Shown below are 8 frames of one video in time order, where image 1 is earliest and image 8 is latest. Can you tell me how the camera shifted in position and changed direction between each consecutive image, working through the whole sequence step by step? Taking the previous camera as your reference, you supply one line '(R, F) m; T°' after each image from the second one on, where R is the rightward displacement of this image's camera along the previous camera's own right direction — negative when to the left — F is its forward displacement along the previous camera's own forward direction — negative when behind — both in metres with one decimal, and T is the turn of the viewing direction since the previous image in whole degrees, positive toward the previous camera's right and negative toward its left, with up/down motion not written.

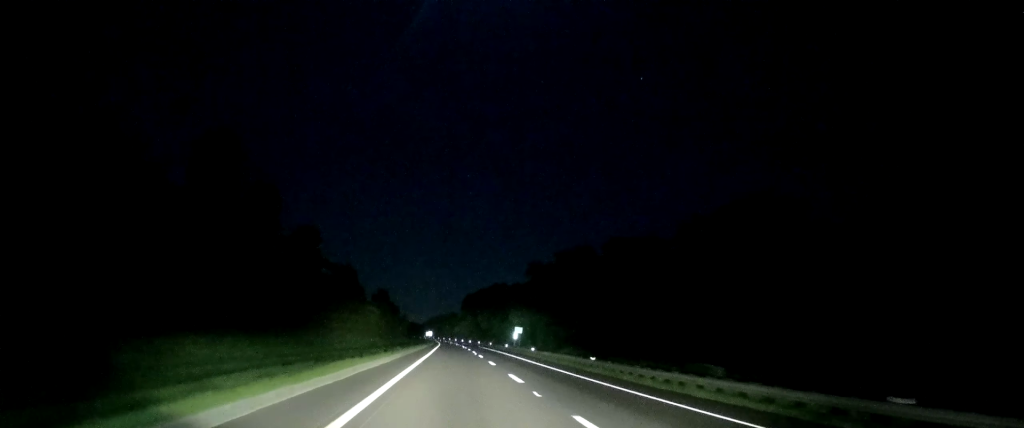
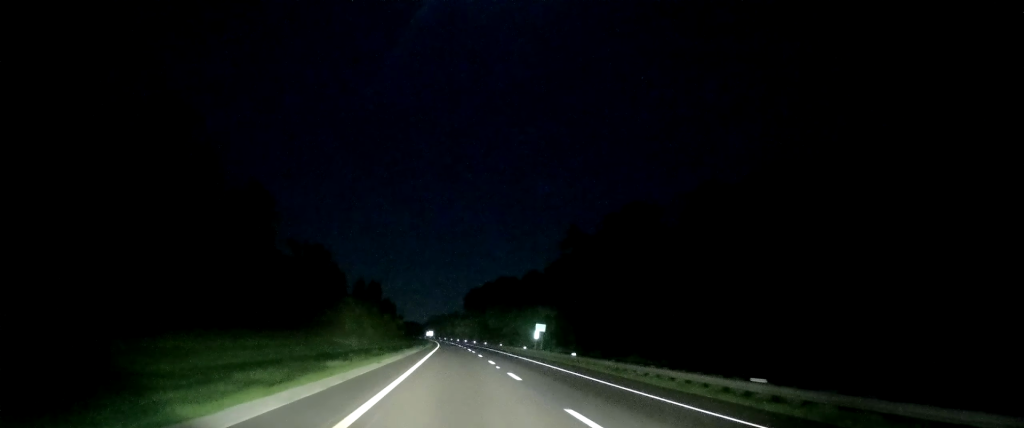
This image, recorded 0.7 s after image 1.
(-0.3, +22.7) m; -1°
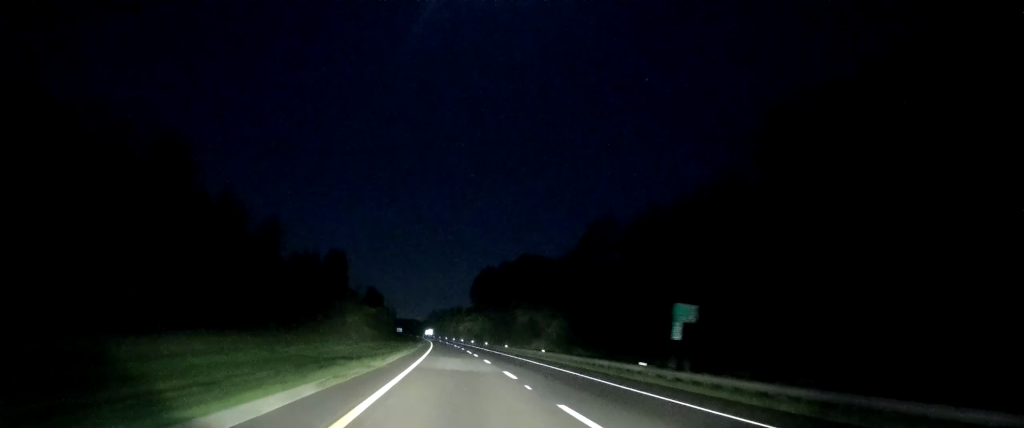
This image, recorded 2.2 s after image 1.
(0.0, +42.3) m; 0°
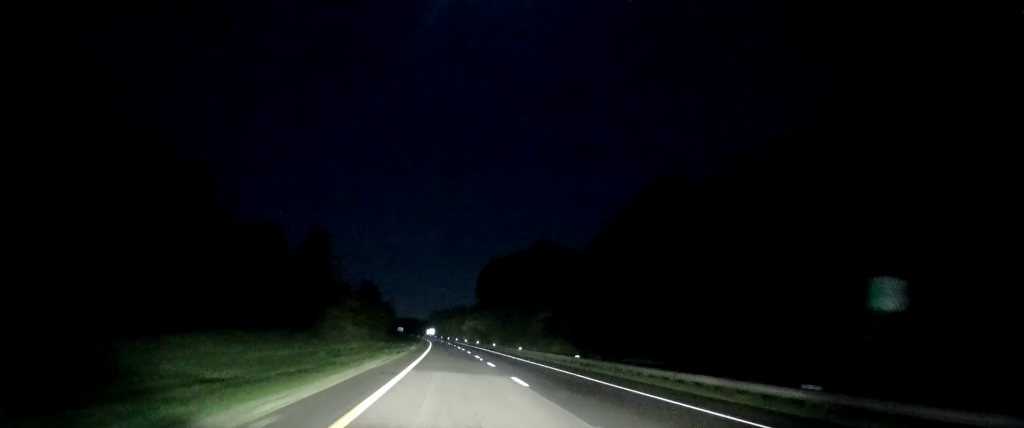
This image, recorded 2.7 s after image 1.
(0.0, +12.9) m; 0°
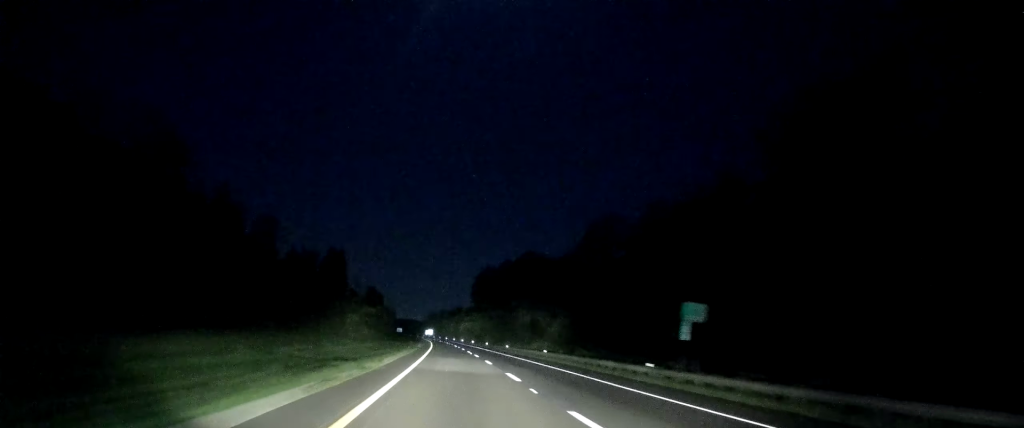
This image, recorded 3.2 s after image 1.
(0.0, +15.6) m; 0°
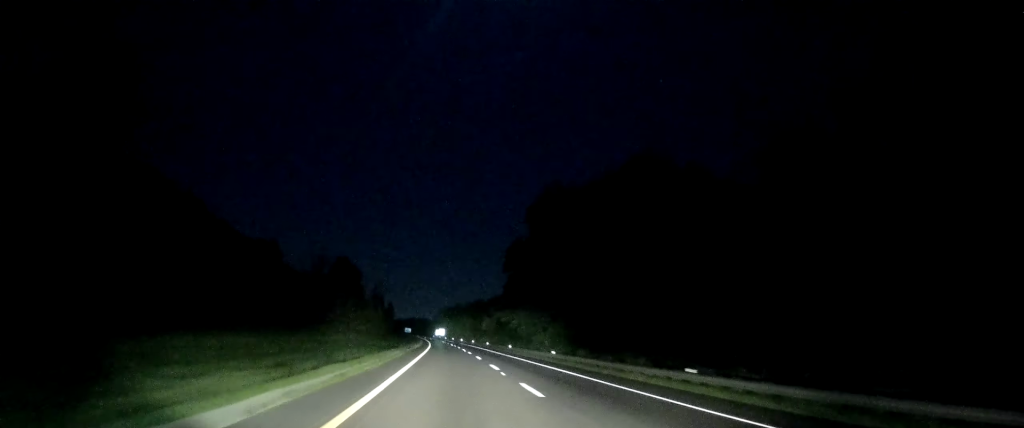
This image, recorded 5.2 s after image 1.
(-1.0, +56.1) m; -2°
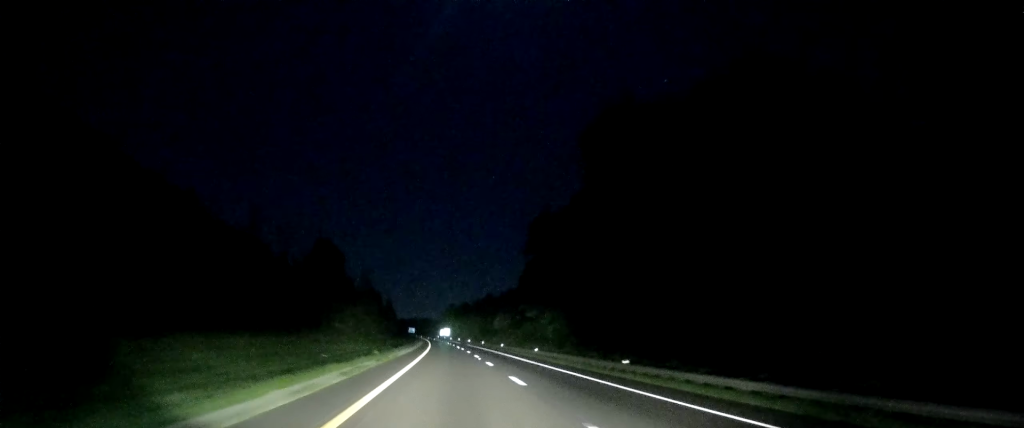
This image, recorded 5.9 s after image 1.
(-0.2, +19.1) m; 0°
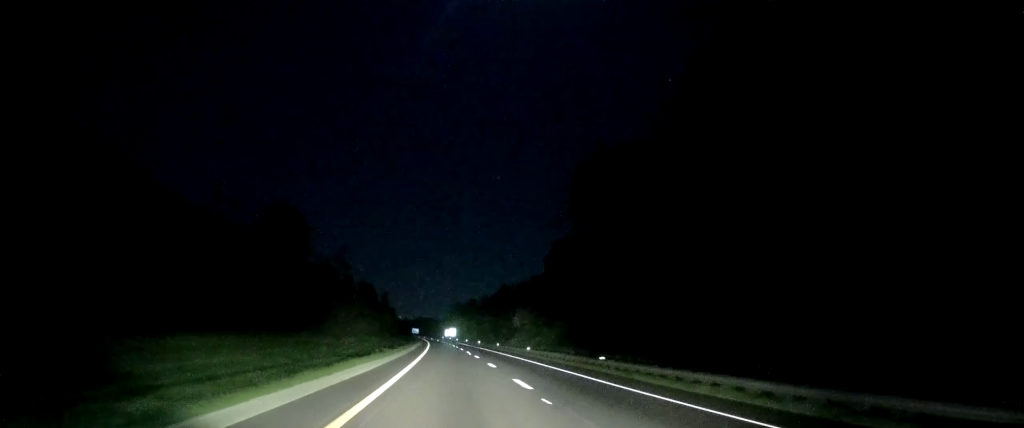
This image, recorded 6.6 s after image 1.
(+0.3, +23.8) m; 0°
